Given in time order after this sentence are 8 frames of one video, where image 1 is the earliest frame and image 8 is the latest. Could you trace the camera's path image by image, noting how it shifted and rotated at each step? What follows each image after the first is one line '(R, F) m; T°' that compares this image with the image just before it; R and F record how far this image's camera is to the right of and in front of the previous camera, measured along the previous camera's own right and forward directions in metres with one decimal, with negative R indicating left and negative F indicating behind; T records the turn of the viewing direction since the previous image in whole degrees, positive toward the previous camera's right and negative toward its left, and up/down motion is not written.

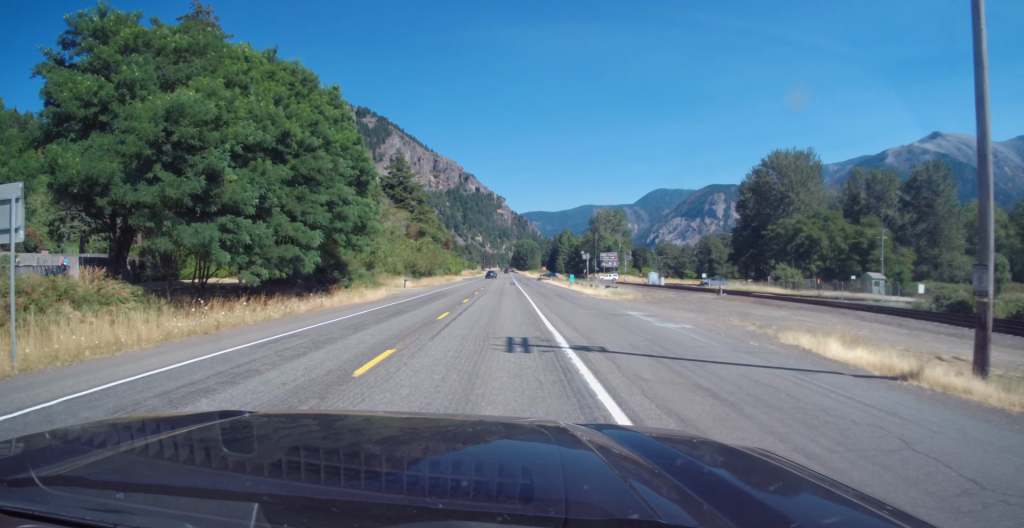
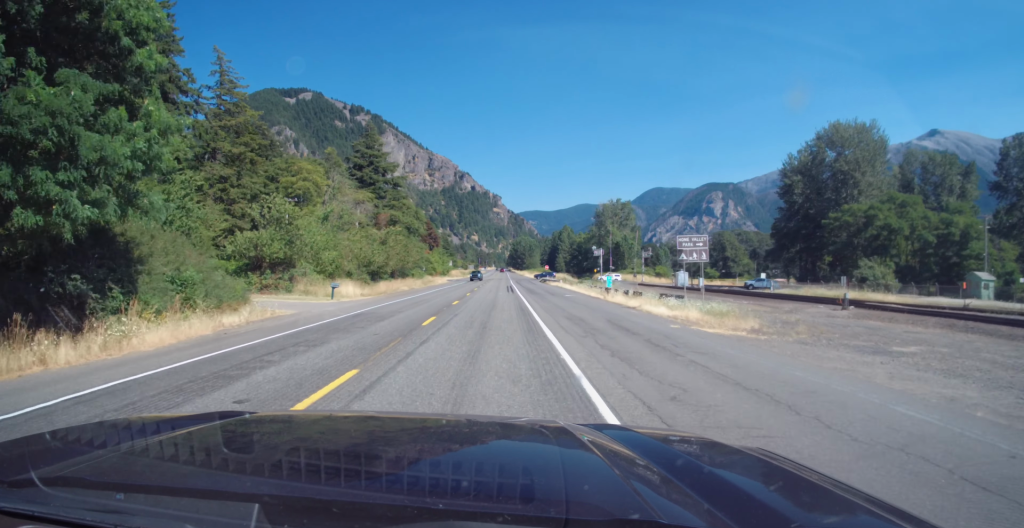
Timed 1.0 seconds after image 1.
(-0.5, +27.6) m; -1°
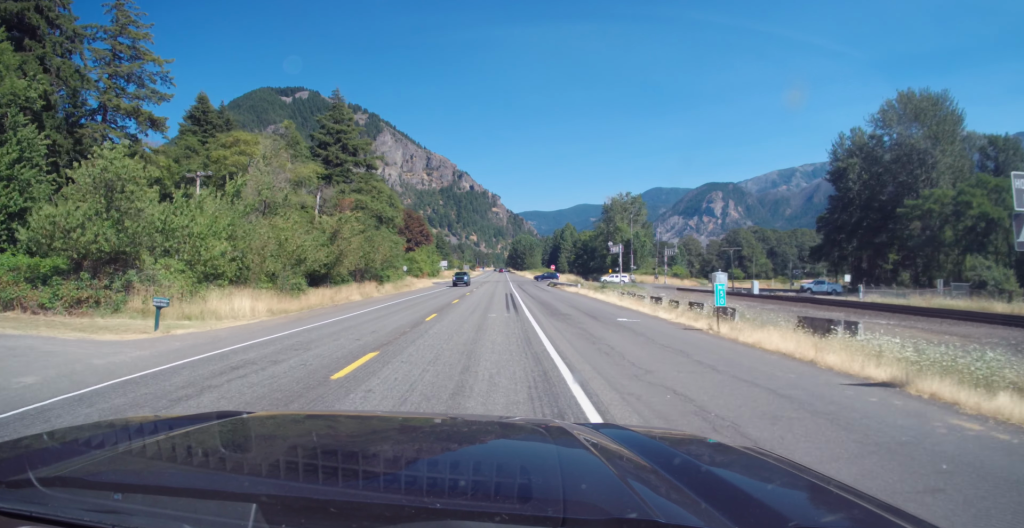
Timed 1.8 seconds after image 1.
(+0.2, +21.6) m; 0°
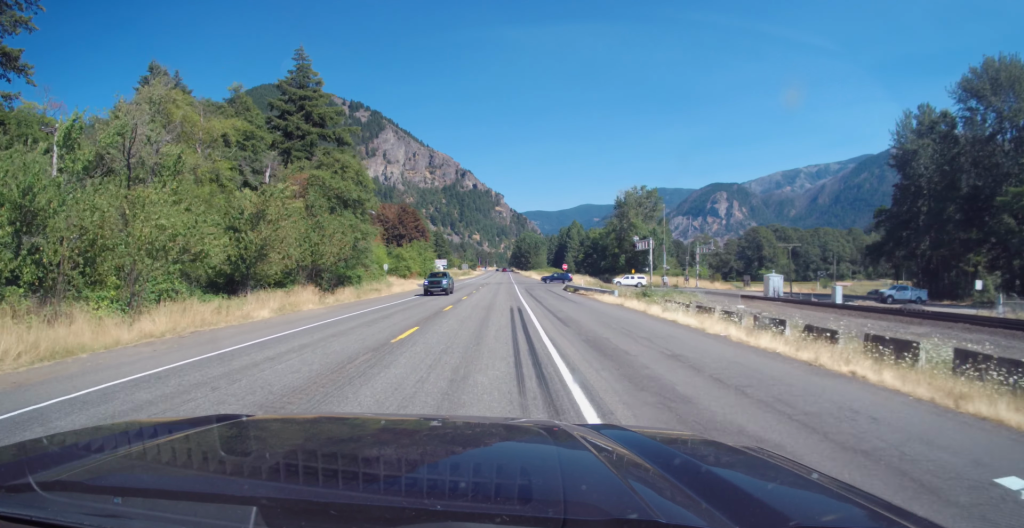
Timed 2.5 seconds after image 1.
(-0.1, +18.9) m; 0°
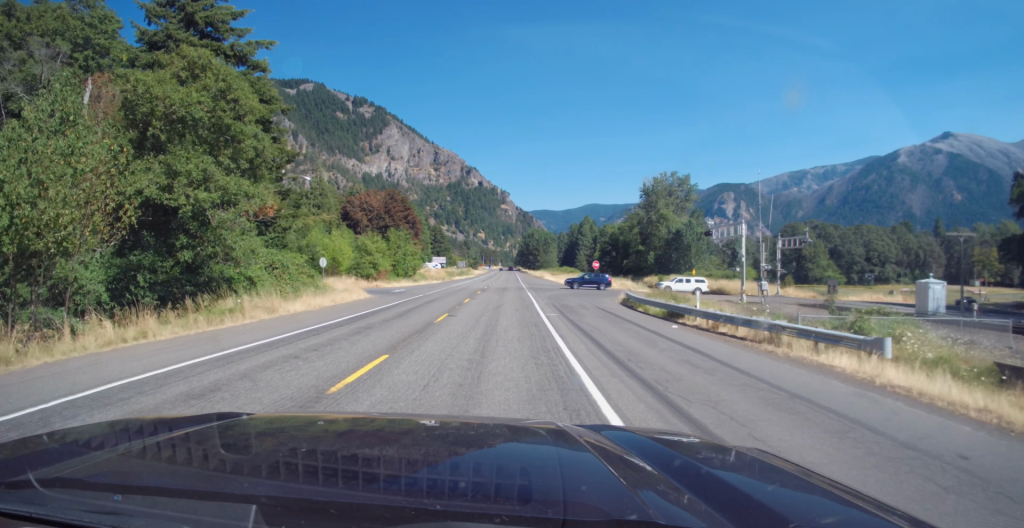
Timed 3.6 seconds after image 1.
(+0.1, +30.3) m; 0°
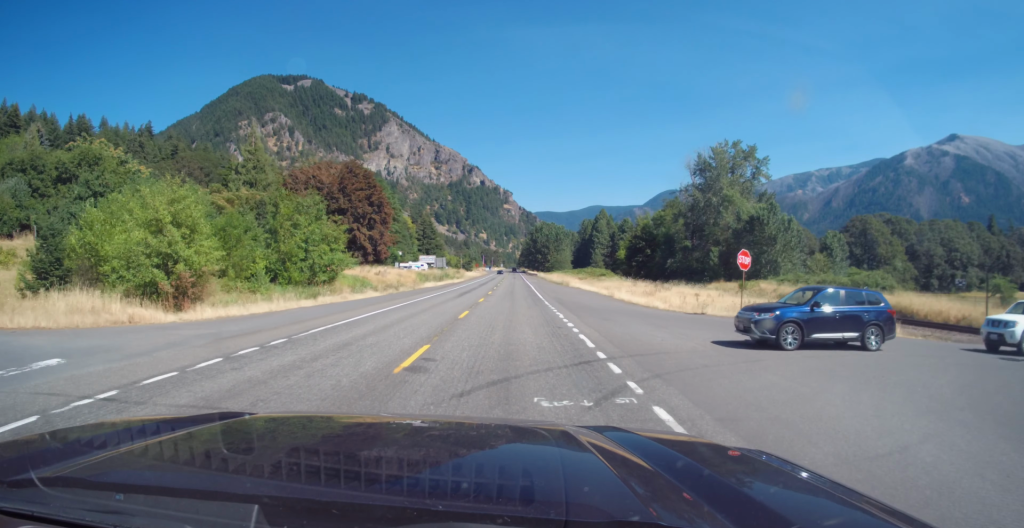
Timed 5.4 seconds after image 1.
(-0.2, +47.1) m; 0°
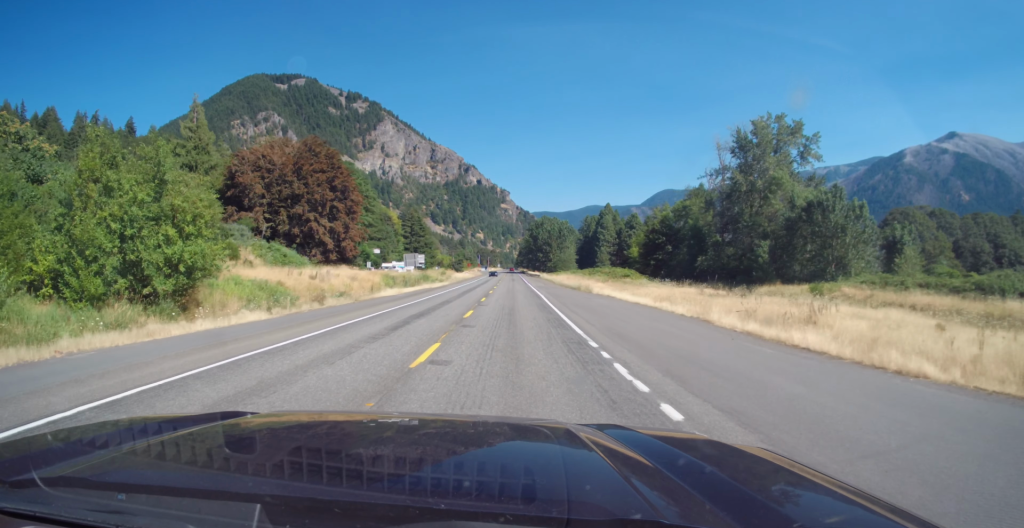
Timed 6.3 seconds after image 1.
(0.0, +24.0) m; 0°
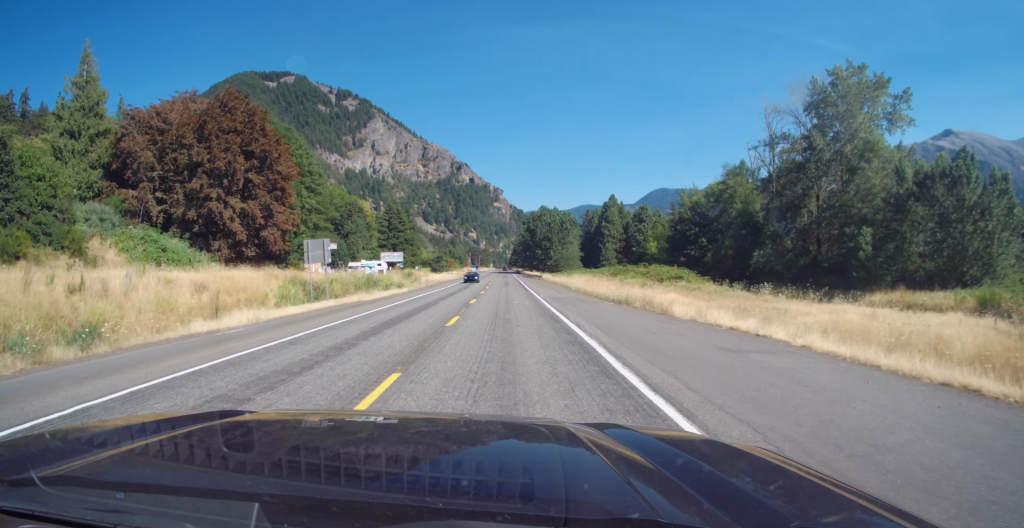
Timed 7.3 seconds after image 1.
(0.0, +29.0) m; +1°
